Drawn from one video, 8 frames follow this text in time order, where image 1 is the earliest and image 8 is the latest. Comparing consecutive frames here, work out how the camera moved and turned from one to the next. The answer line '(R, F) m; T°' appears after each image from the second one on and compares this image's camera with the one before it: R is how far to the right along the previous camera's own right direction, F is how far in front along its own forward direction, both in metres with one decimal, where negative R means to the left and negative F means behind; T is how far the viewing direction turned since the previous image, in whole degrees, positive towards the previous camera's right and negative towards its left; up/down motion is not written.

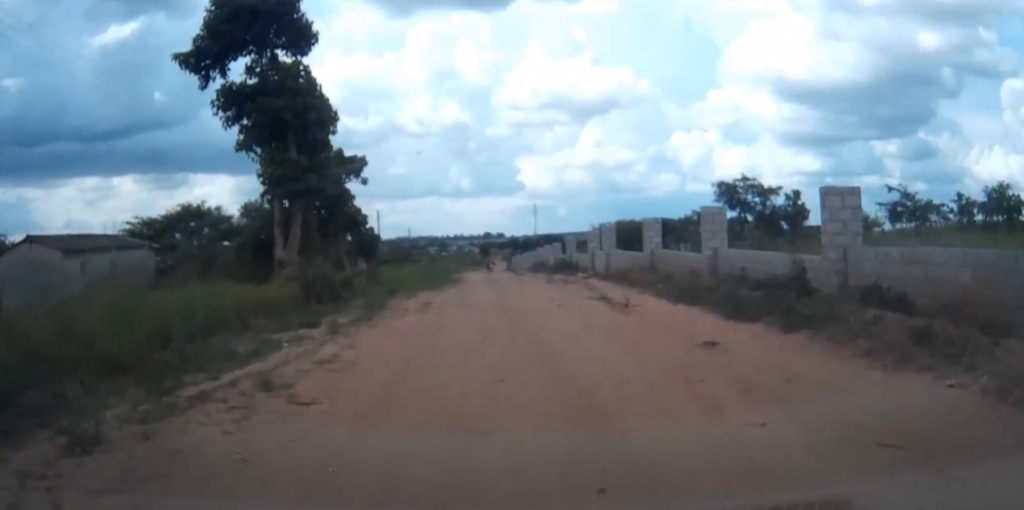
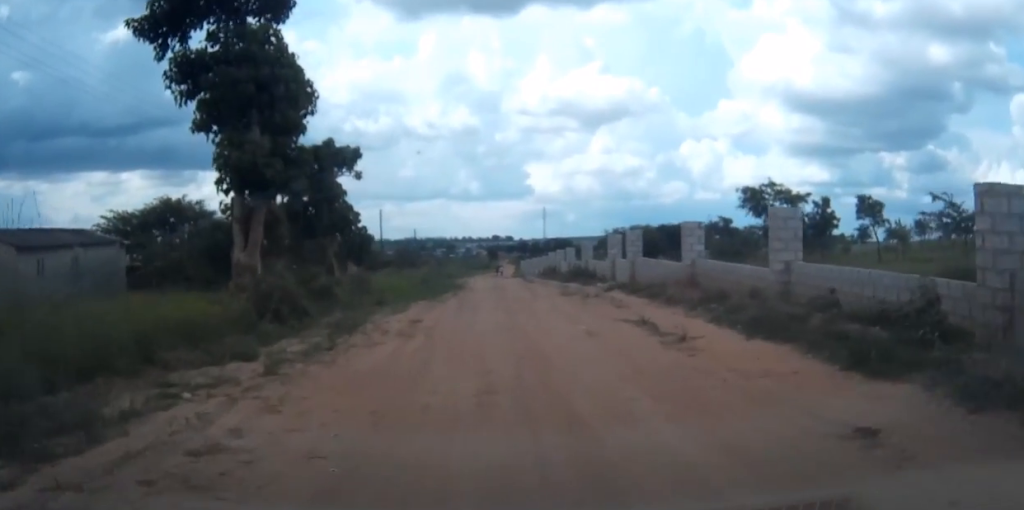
(-0.1, +4.6) m; 0°
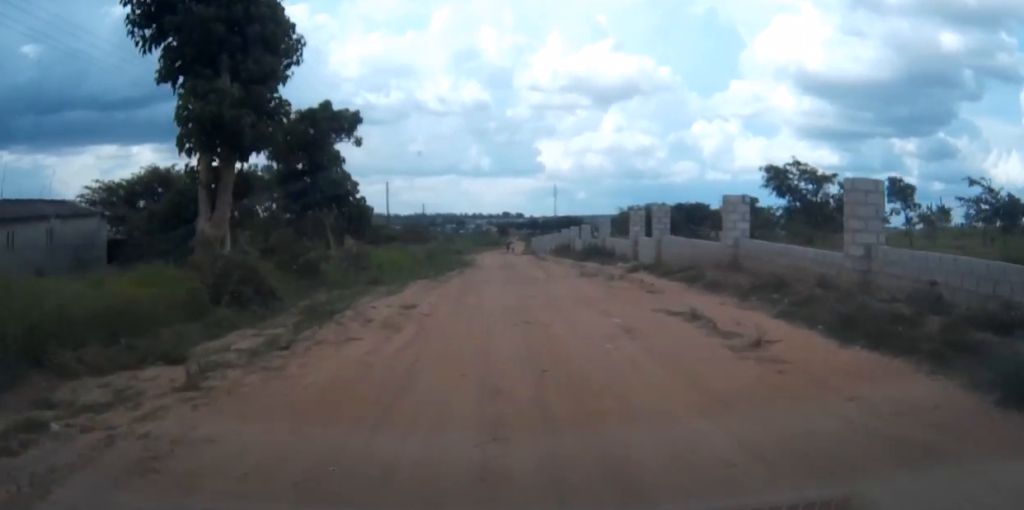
(0.0, +3.1) m; -1°
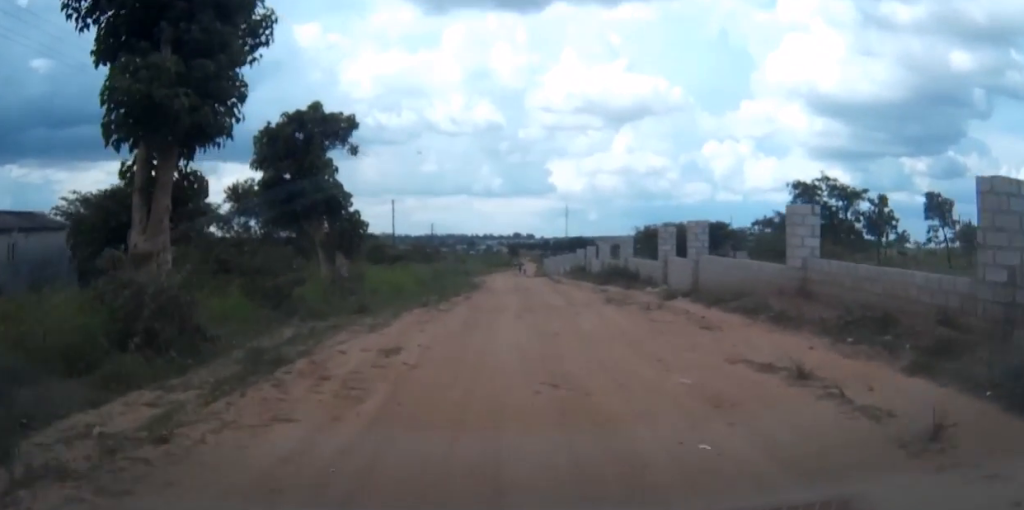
(+0.1, +3.7) m; -1°
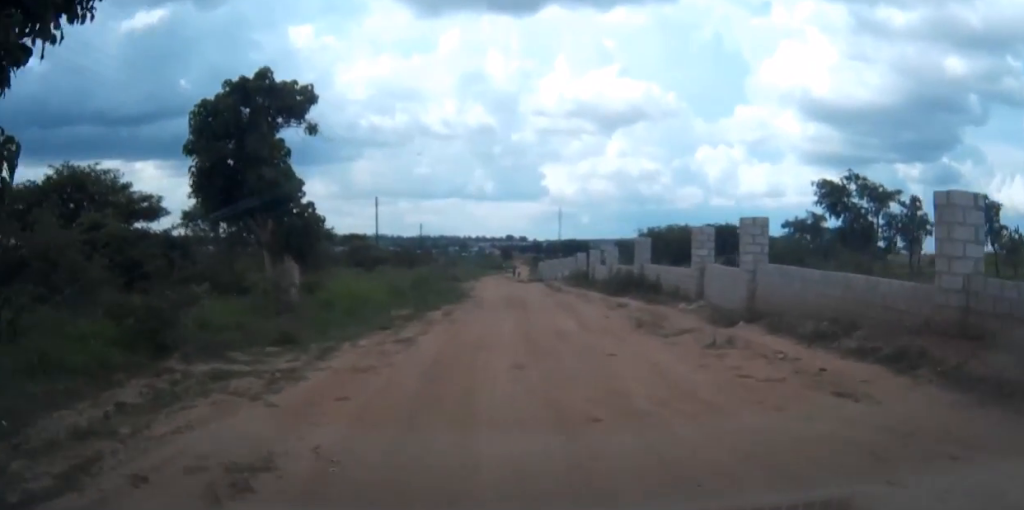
(-0.2, +6.0) m; 0°
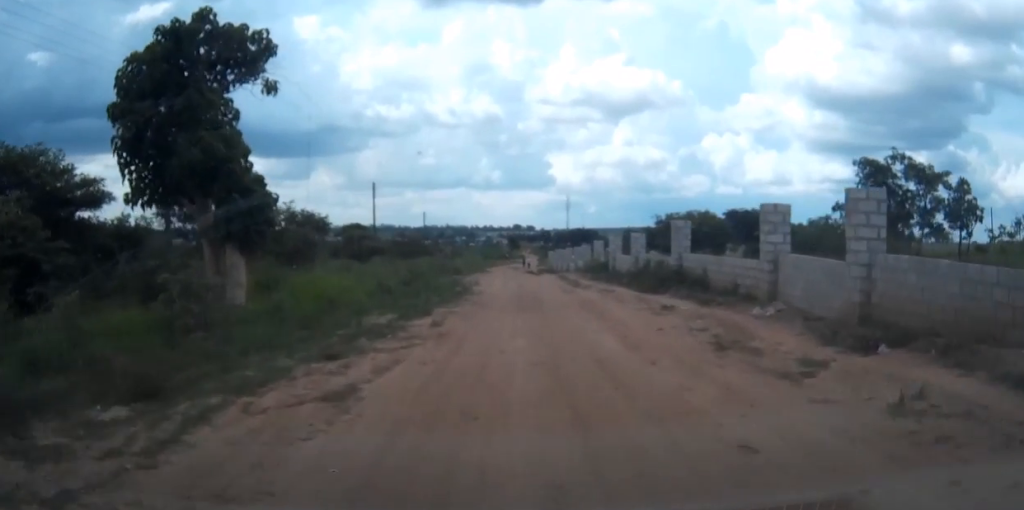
(+0.1, +5.5) m; +1°
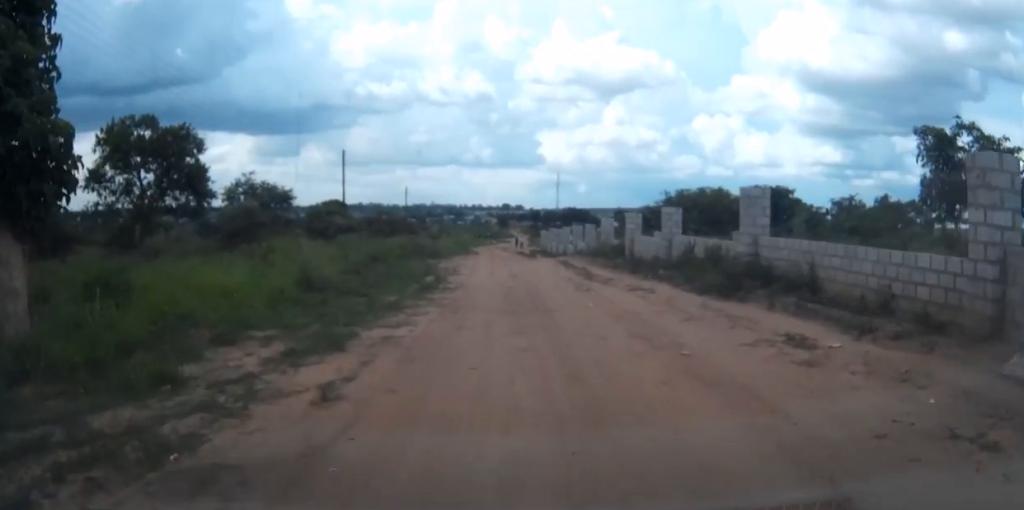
(0.0, +8.6) m; +2°
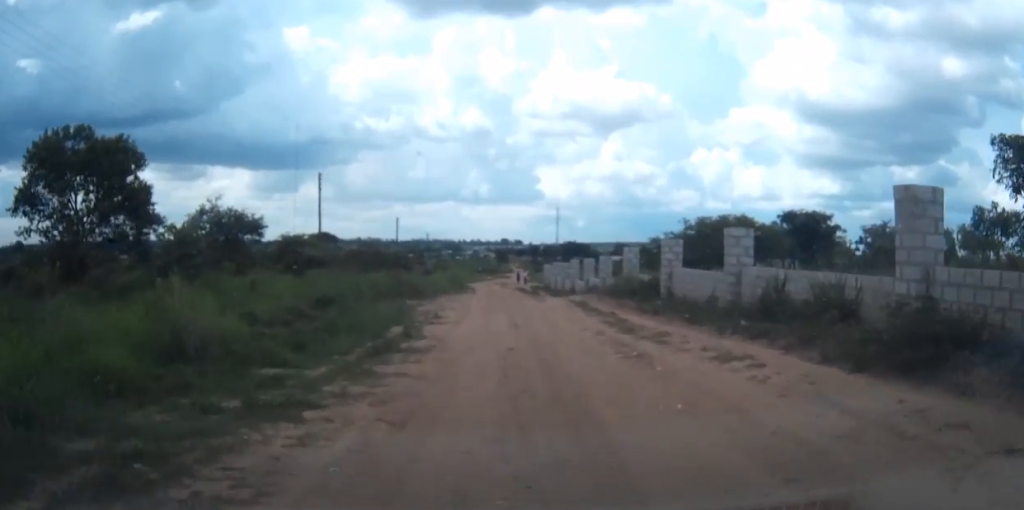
(+0.1, +7.2) m; +1°
